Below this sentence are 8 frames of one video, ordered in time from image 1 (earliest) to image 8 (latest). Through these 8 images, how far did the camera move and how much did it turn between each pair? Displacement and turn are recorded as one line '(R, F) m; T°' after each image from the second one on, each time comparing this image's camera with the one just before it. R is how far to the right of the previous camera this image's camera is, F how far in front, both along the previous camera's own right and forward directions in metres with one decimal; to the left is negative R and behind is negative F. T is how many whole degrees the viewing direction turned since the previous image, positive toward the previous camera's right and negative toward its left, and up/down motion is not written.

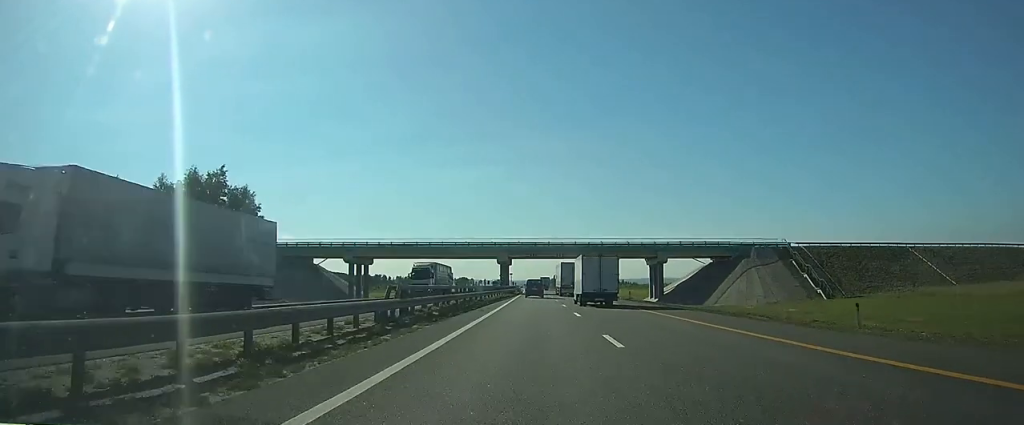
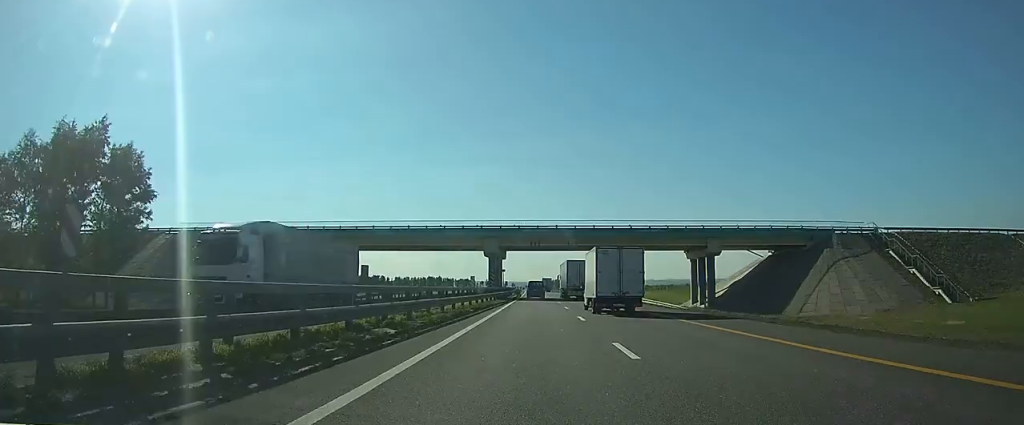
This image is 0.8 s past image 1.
(-0.1, +25.4) m; 0°
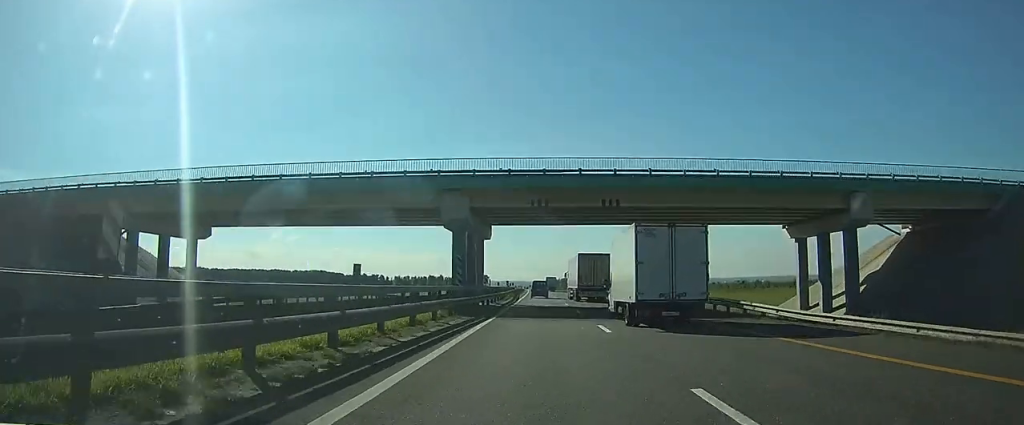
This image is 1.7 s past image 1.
(0.0, +29.9) m; 0°
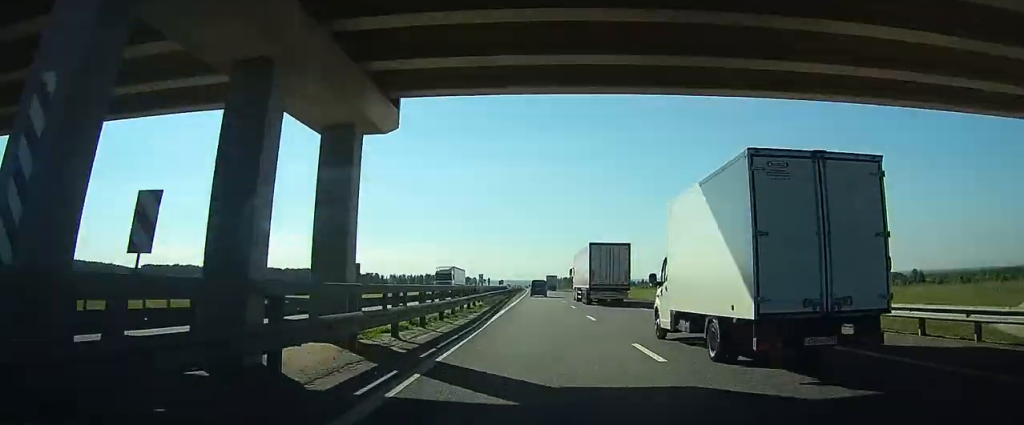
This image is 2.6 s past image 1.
(-0.2, +30.0) m; -1°
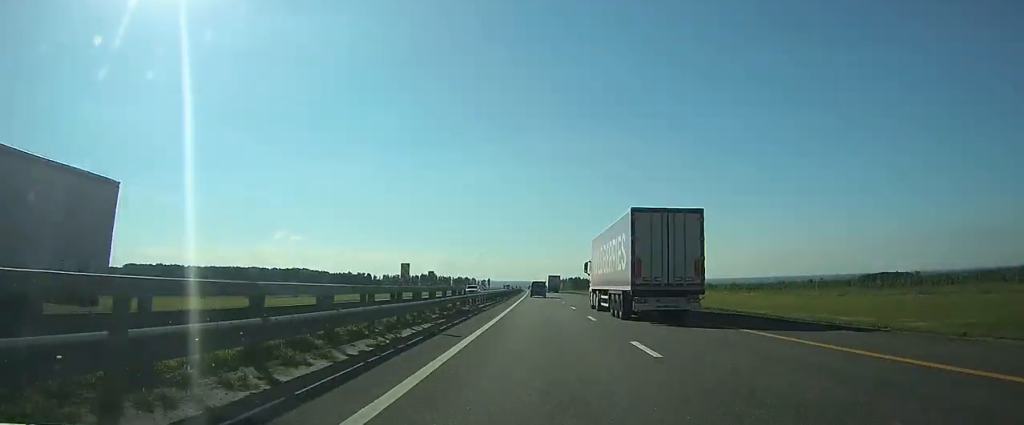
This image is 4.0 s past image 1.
(0.0, +46.9) m; 0°
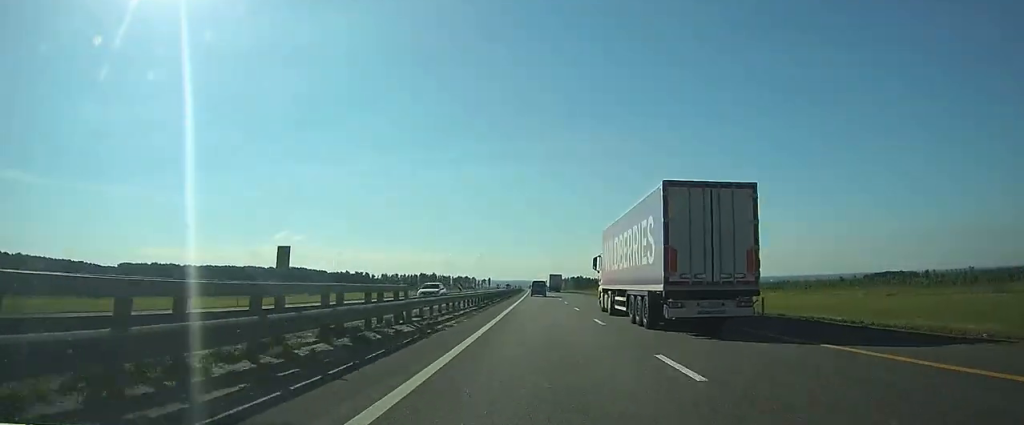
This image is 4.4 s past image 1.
(+0.1, +14.5) m; 0°
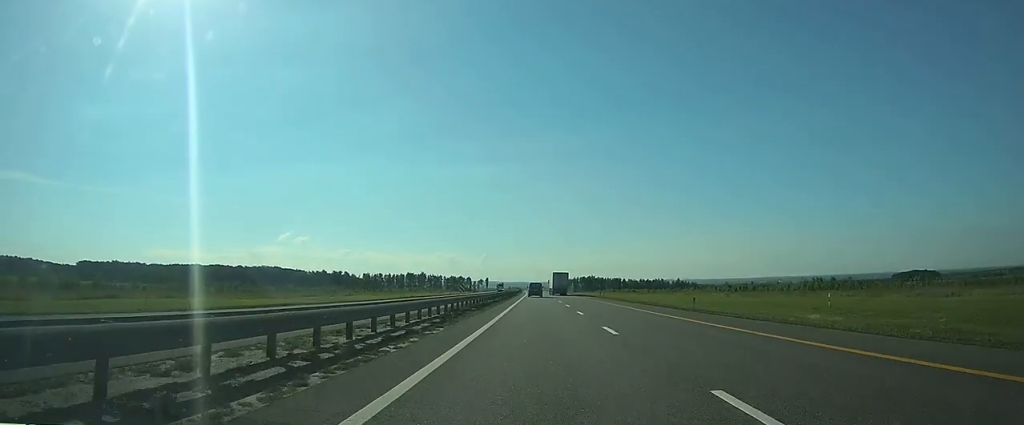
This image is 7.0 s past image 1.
(-0.3, +86.8) m; -1°
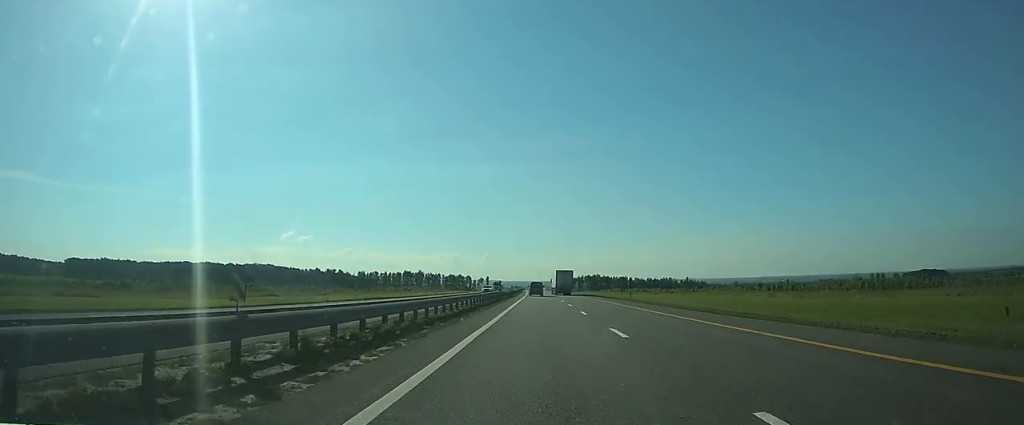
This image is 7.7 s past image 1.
(0.0, +24.9) m; 0°
